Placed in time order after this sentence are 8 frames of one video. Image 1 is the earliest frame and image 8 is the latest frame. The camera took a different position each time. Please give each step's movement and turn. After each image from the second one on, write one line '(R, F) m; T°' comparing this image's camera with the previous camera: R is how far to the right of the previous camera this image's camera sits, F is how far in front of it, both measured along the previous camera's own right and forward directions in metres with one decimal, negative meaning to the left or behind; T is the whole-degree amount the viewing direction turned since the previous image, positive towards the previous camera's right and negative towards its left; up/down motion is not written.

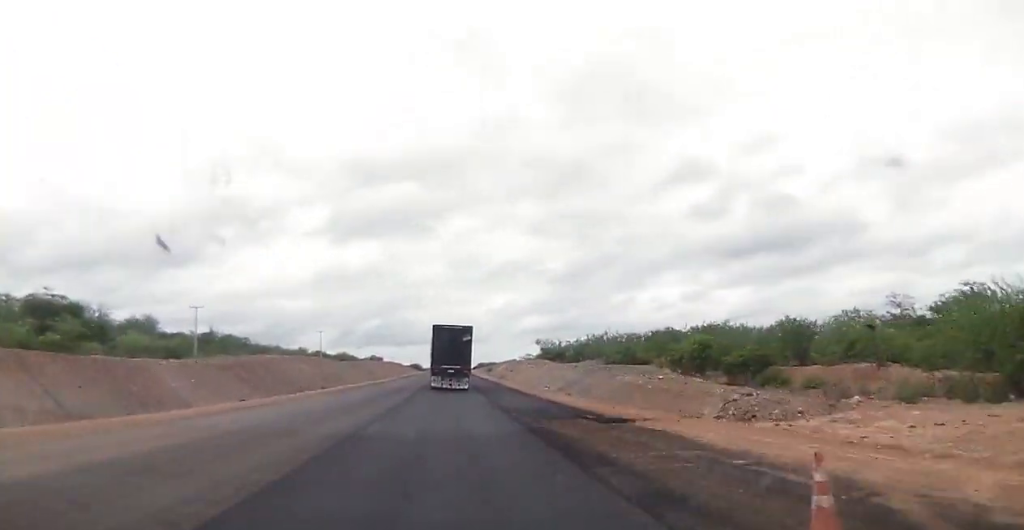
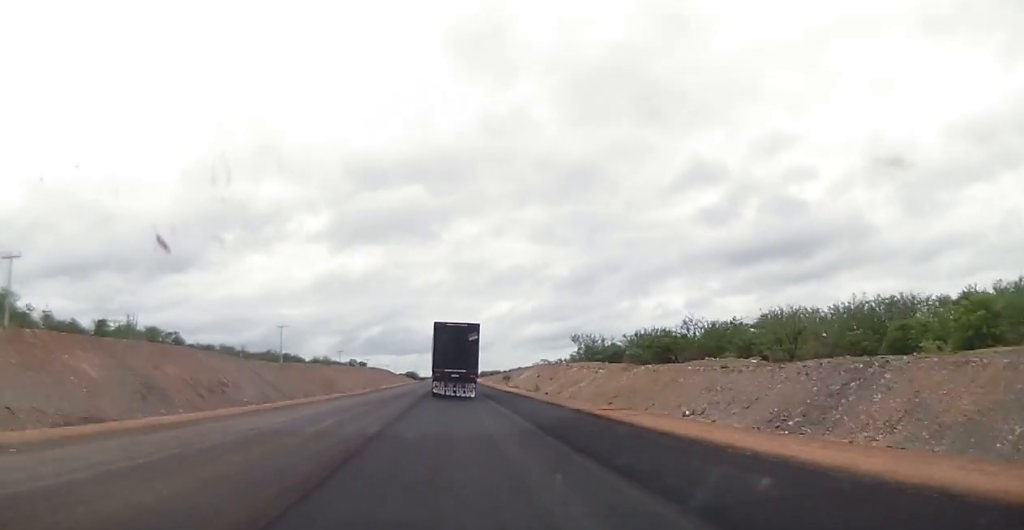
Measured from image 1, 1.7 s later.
(-0.8, +47.6) m; -1°
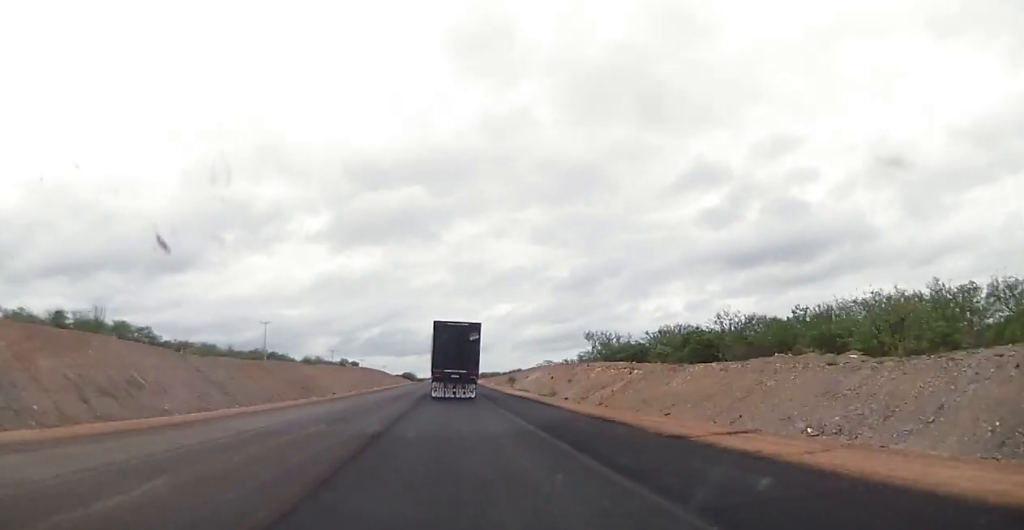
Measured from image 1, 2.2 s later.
(0.0, +12.6) m; 0°
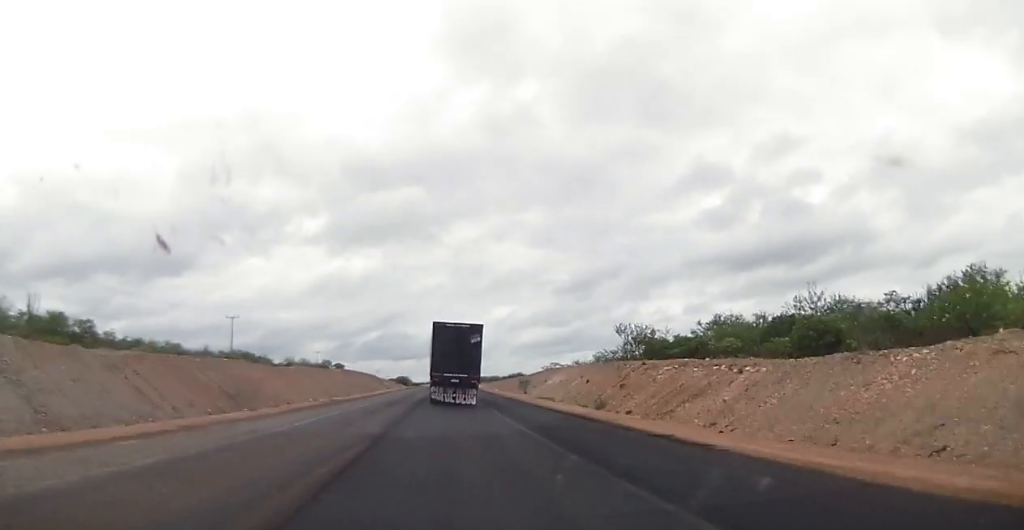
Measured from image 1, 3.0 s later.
(+0.3, +20.5) m; +1°
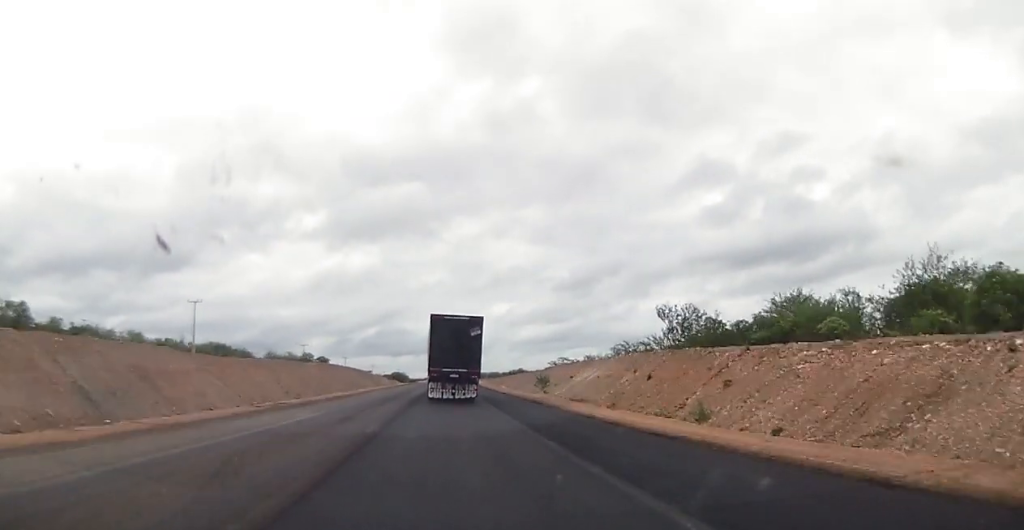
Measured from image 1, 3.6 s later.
(+0.1, +17.6) m; -1°
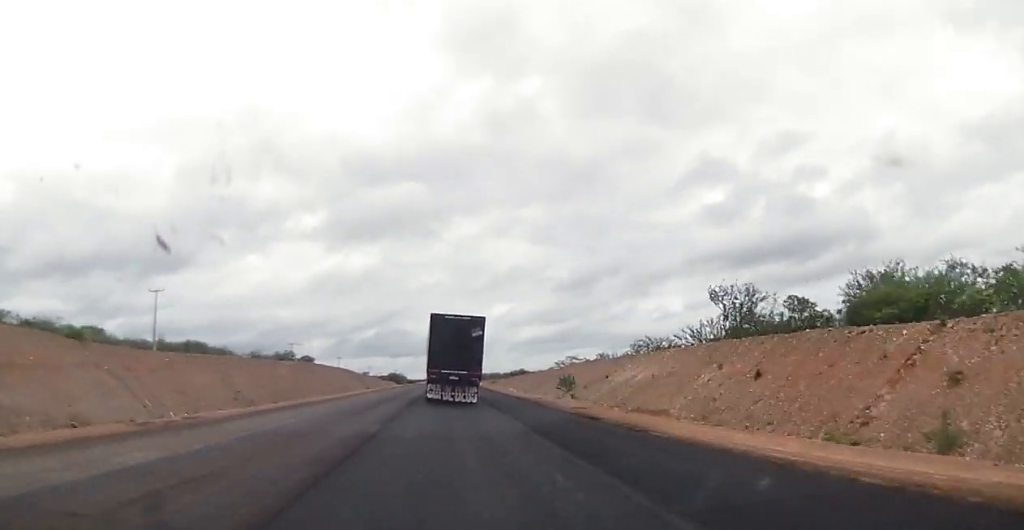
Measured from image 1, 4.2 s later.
(0.0, +14.1) m; 0°
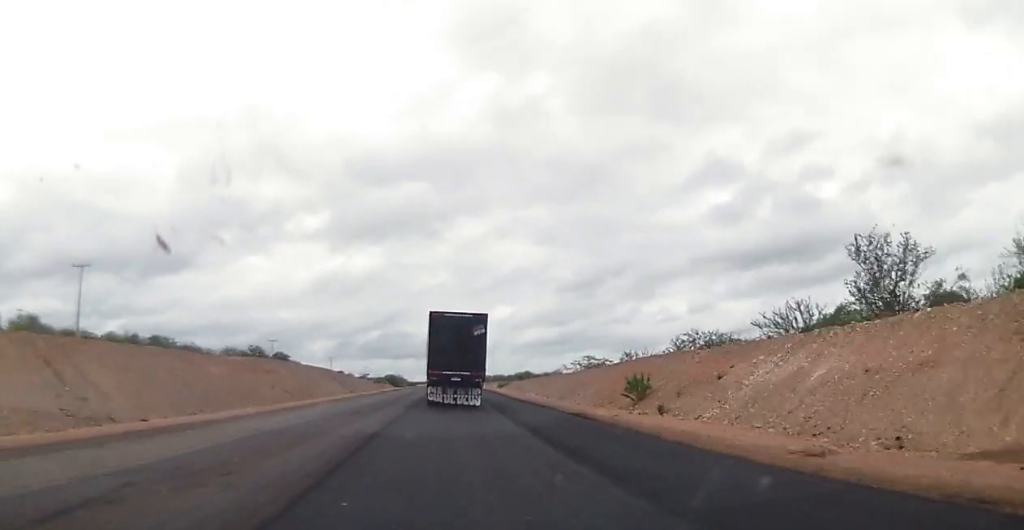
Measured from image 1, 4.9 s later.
(-0.5, +20.2) m; 0°
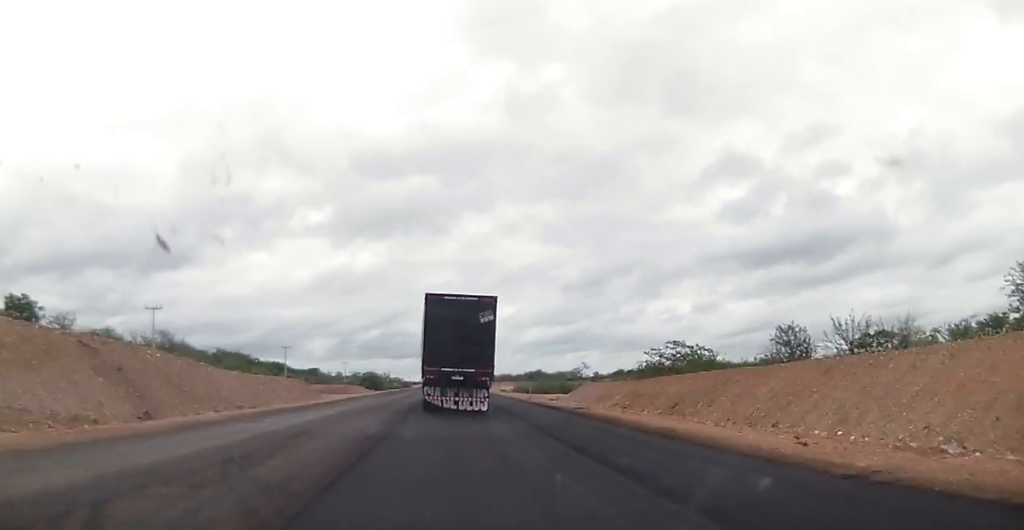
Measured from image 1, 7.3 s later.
(+1.0, +61.7) m; 0°
